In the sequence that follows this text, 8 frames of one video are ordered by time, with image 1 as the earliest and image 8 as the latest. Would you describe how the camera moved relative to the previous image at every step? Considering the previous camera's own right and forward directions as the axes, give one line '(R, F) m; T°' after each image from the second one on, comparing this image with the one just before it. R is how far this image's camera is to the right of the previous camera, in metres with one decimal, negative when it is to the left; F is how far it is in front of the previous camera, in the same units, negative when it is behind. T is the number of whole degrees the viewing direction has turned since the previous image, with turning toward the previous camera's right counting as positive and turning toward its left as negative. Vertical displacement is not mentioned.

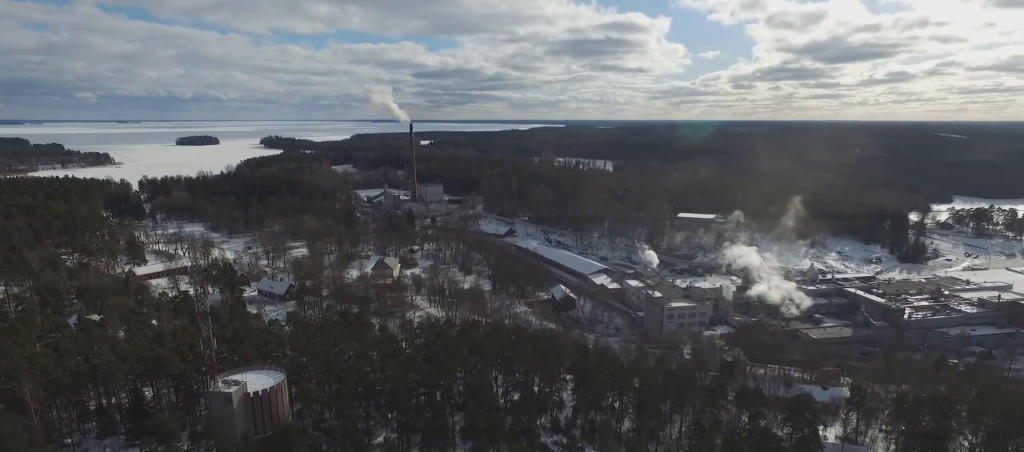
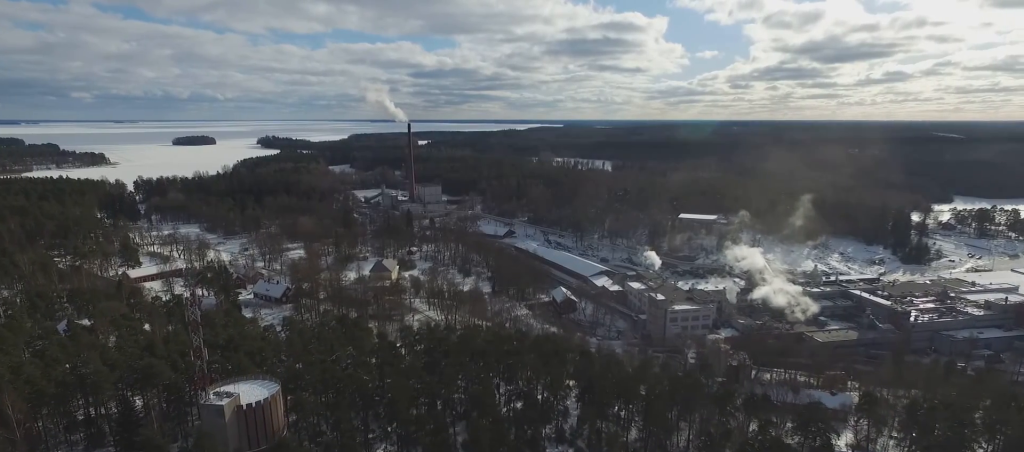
(0.0, +5.1) m; -1°
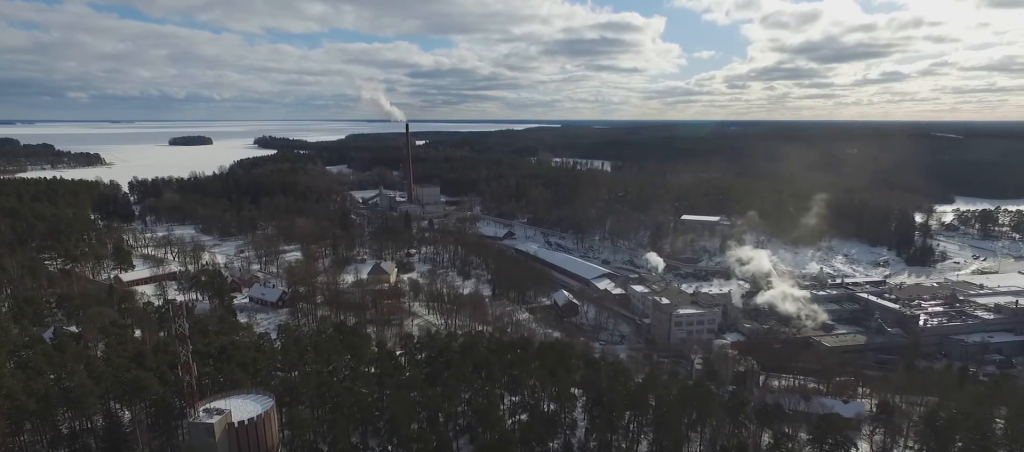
(-0.1, +6.5) m; -1°
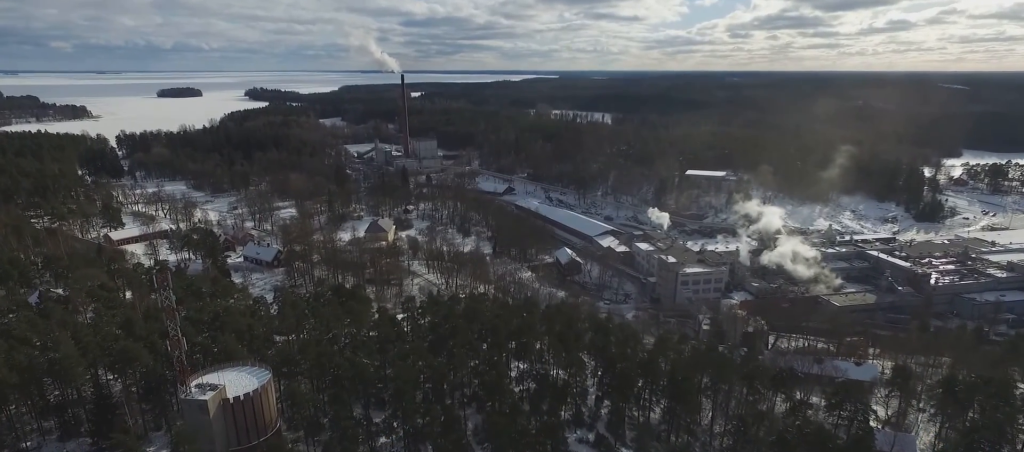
(0.0, +8.2) m; 0°
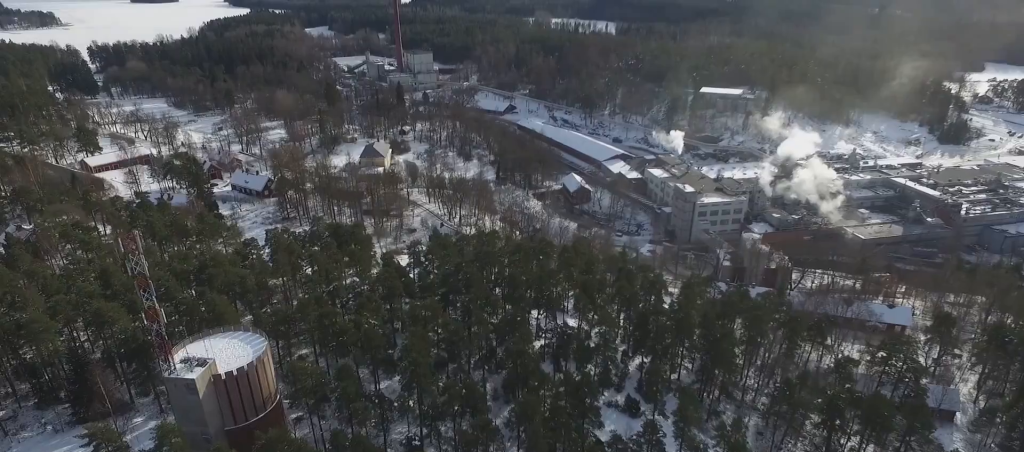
(+0.2, +16.2) m; +2°
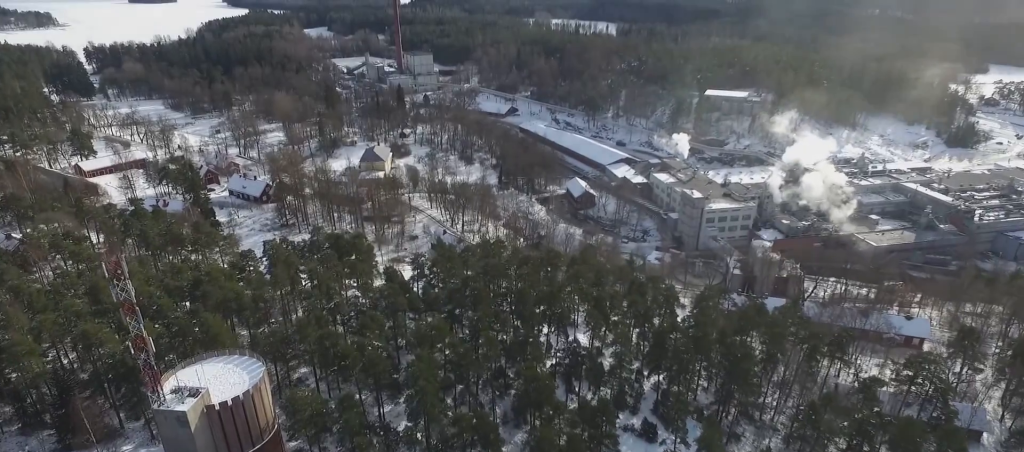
(+0.1, +7.0) m; +1°
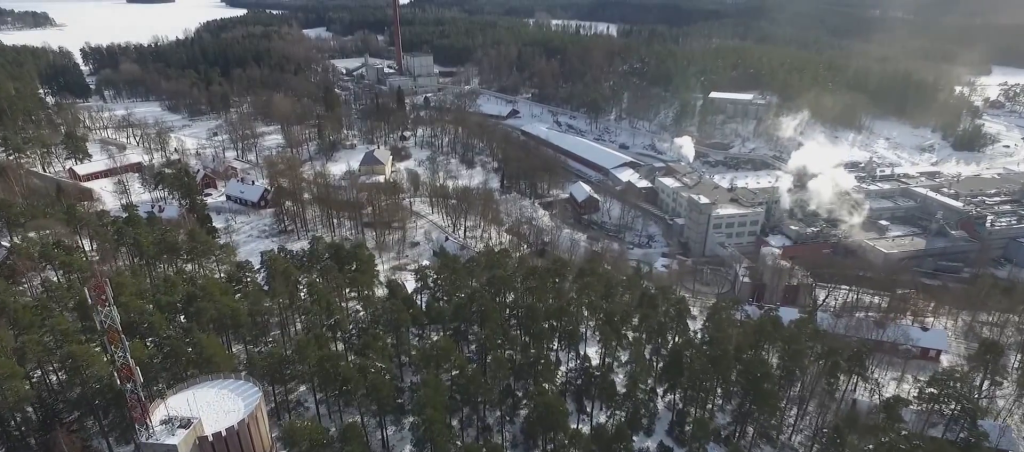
(0.0, +5.3) m; 0°
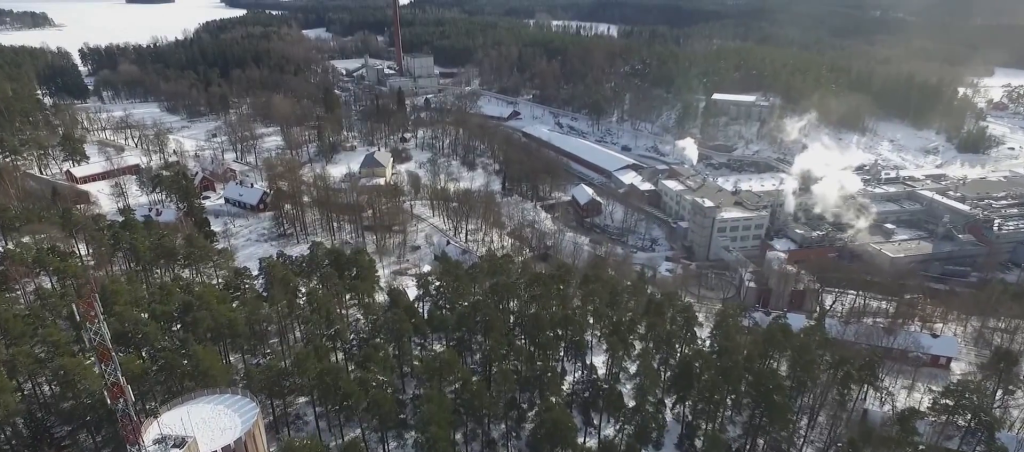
(0.0, +2.7) m; -1°
